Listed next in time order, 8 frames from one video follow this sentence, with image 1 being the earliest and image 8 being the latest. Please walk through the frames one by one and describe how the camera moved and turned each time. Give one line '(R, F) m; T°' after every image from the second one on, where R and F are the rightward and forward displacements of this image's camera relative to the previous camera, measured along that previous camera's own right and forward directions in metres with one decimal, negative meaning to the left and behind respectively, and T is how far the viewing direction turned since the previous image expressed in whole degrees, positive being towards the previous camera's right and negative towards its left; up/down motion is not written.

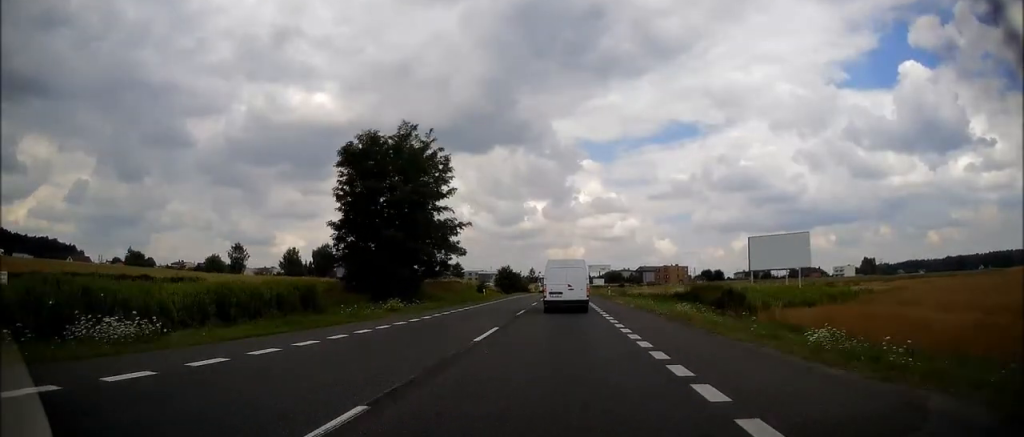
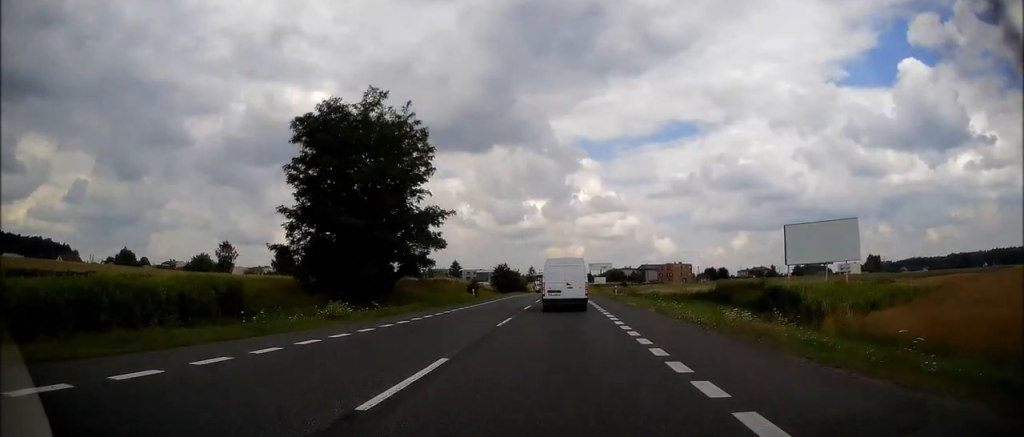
(-0.2, +7.9) m; -1°
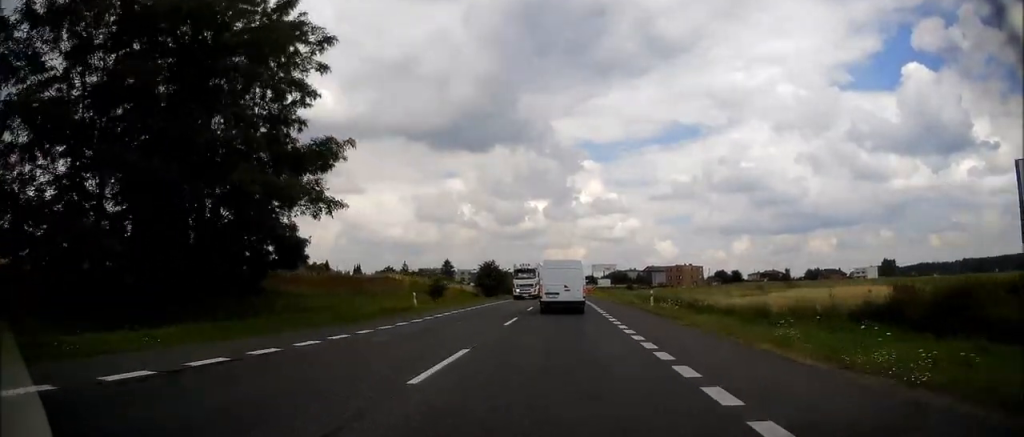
(-0.3, +22.4) m; -1°
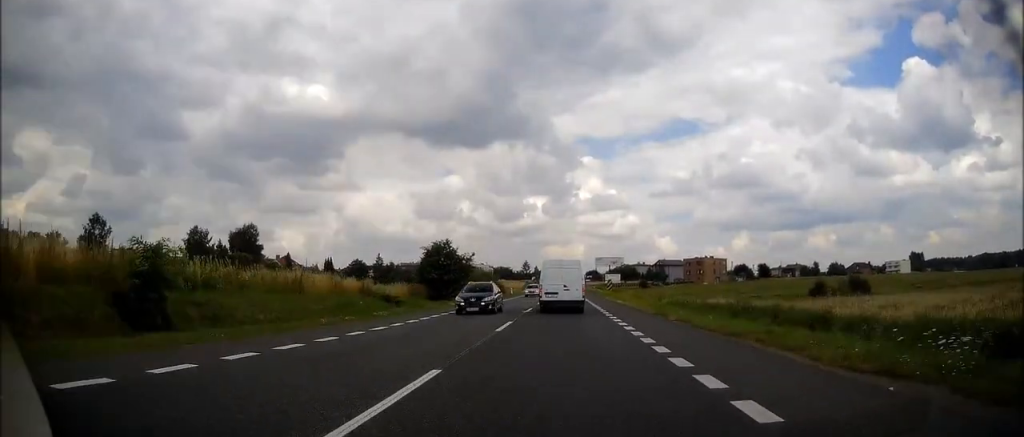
(+0.1, +39.3) m; 0°
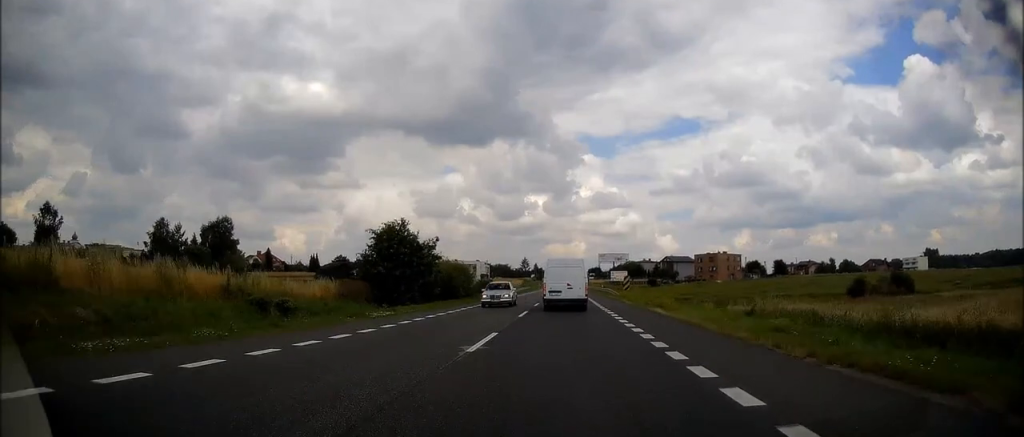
(0.0, +17.5) m; 0°
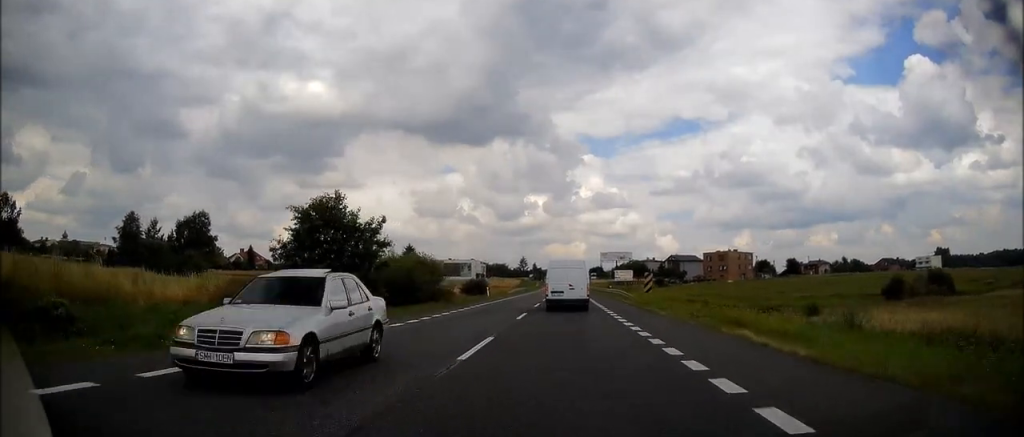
(0.0, +13.3) m; +1°
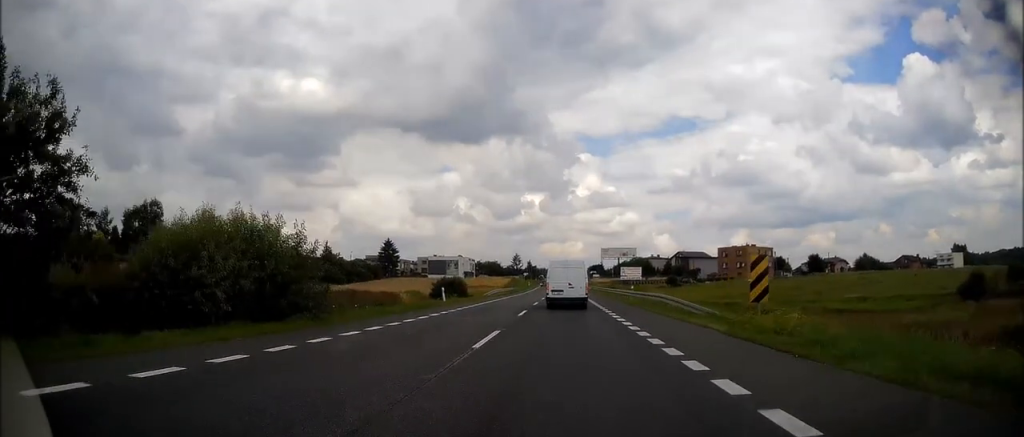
(+0.4, +22.3) m; +1°
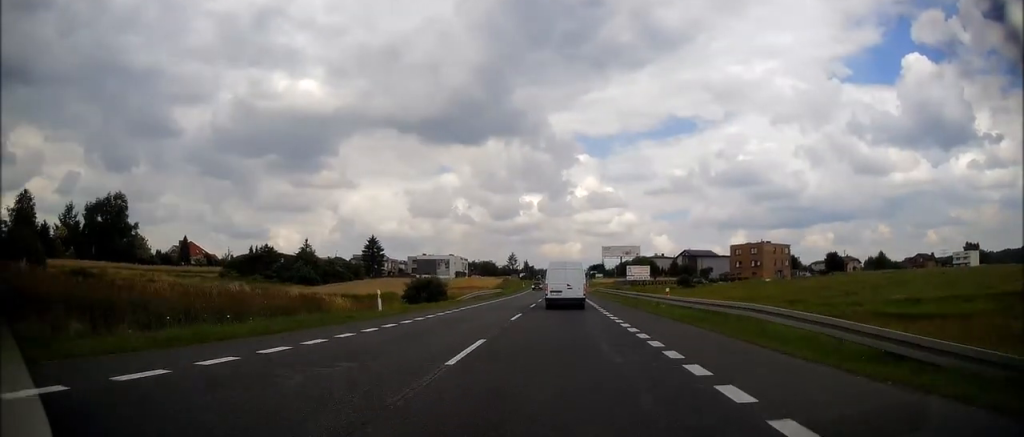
(-0.2, +14.5) m; -1°
